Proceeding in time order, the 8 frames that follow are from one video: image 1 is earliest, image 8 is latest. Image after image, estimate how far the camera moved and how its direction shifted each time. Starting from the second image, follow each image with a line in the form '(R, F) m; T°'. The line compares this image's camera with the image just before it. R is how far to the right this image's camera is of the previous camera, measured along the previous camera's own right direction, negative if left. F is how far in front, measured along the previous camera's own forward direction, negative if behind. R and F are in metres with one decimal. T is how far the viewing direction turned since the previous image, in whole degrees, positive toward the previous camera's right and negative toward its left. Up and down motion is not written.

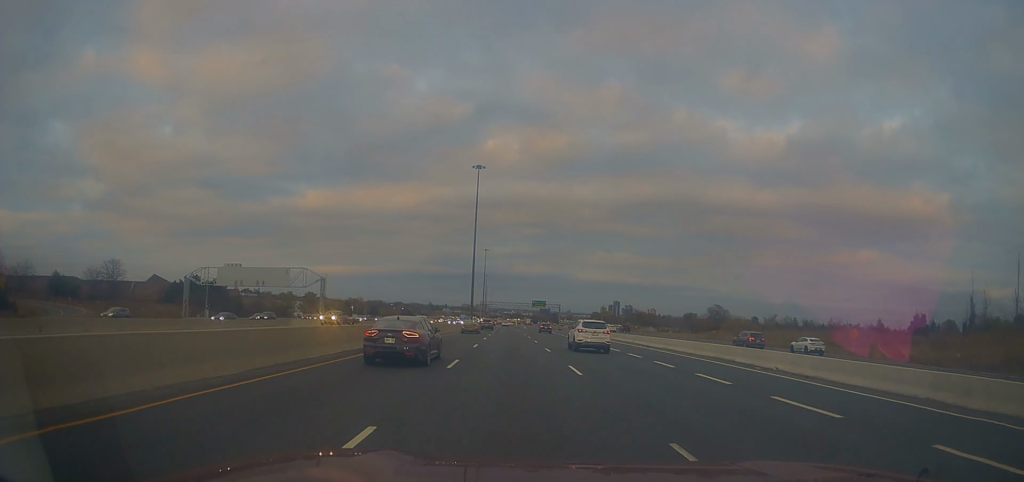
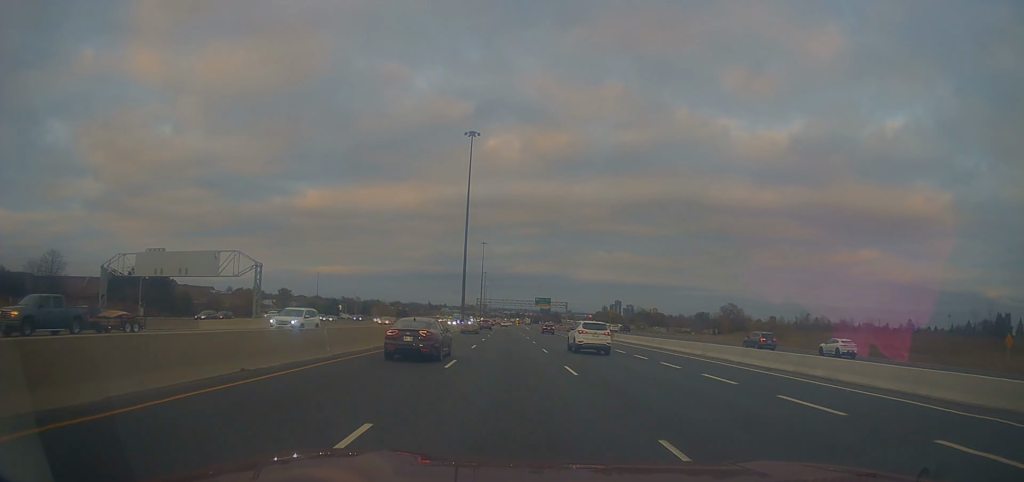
(0.0, +23.9) m; 0°
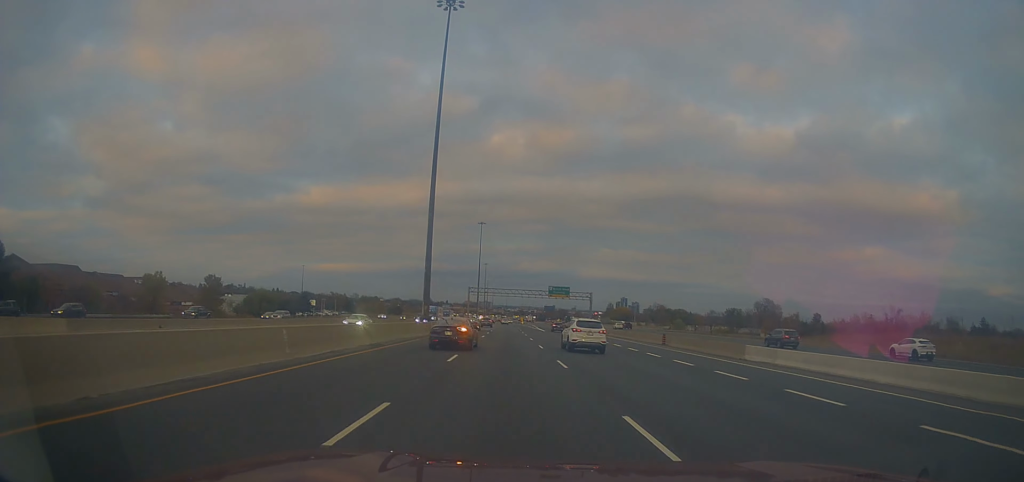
(+0.1, +46.9) m; 0°
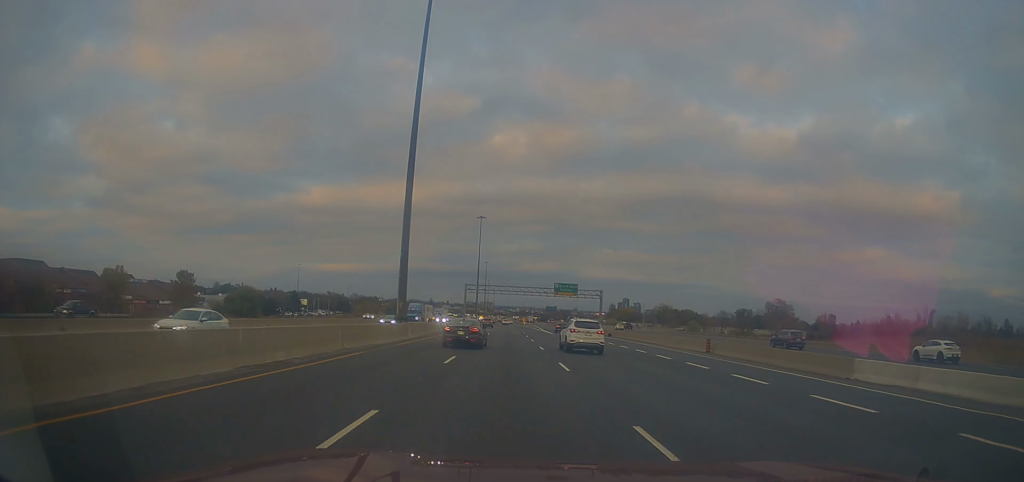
(-0.1, +13.0) m; 0°
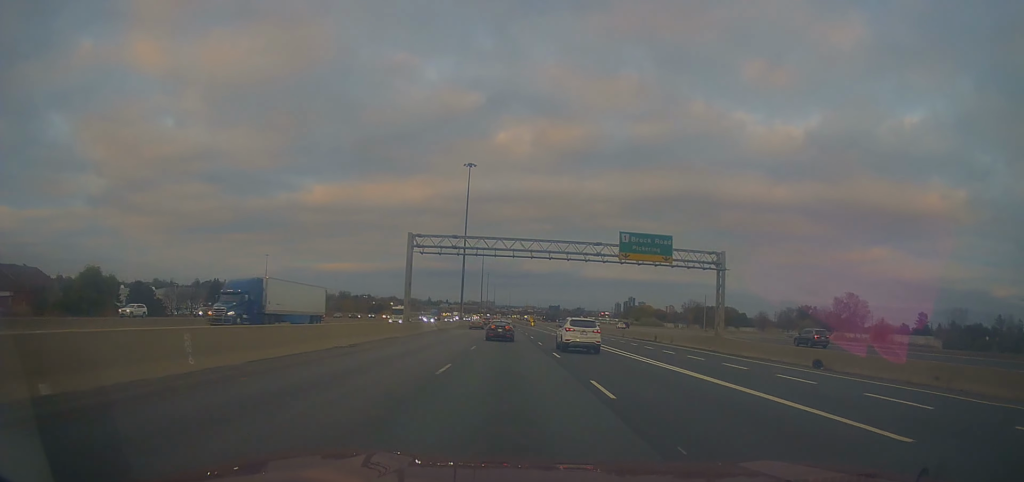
(-0.4, +66.3) m; 0°
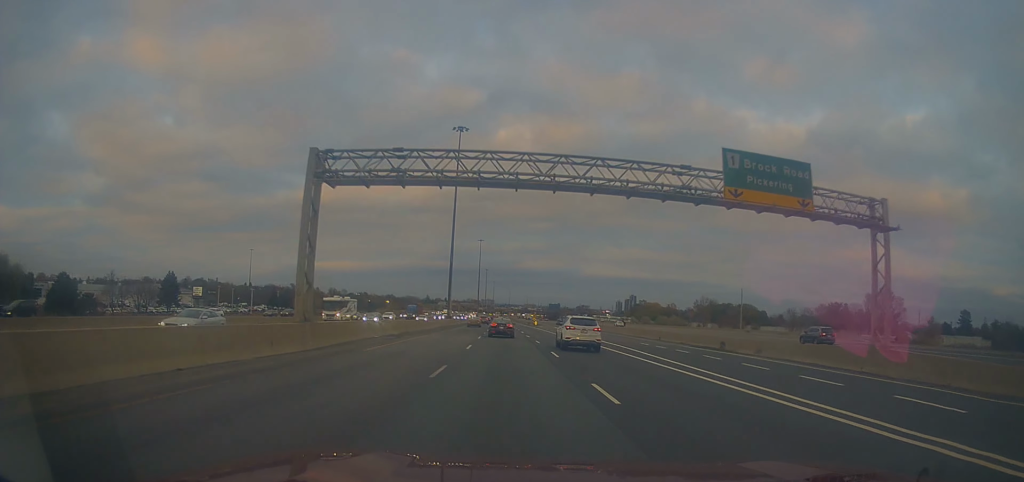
(+0.2, +24.7) m; 0°
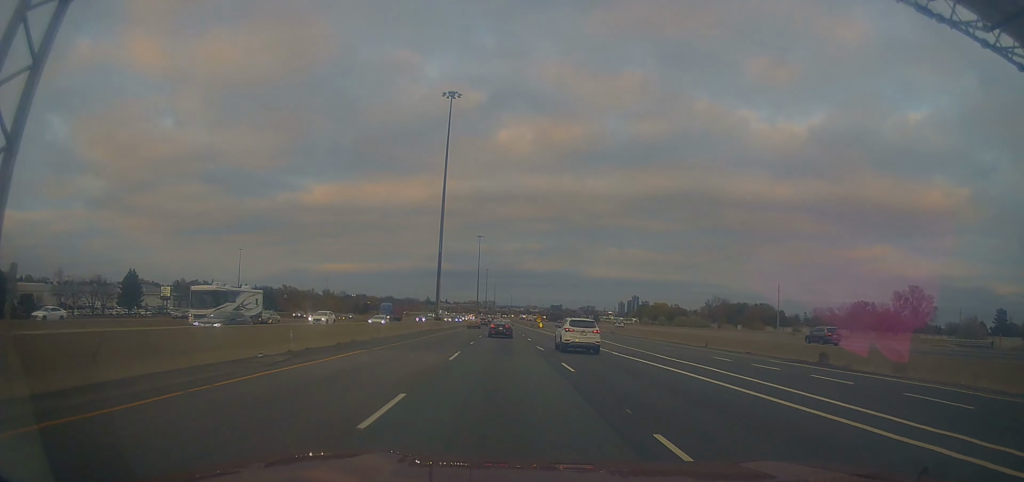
(0.0, +17.8) m; 0°
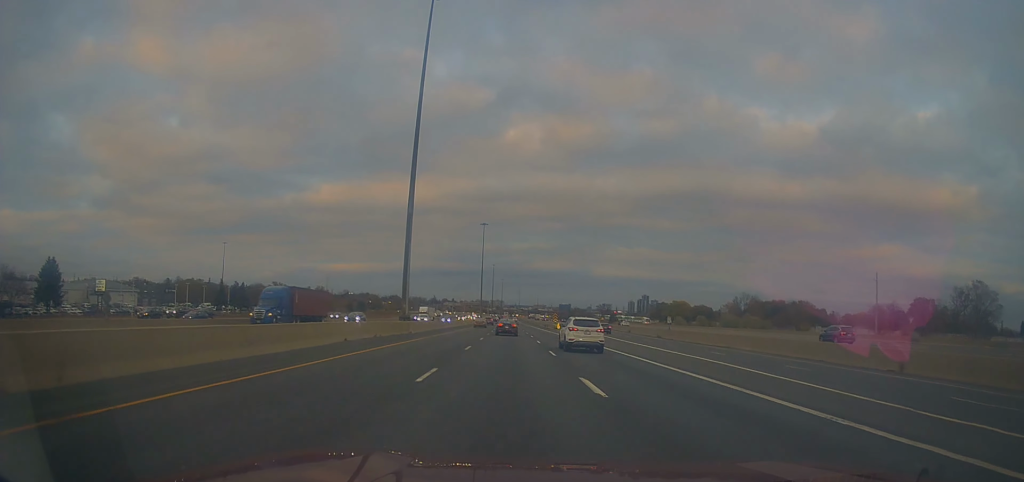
(-0.2, +30.7) m; 0°
